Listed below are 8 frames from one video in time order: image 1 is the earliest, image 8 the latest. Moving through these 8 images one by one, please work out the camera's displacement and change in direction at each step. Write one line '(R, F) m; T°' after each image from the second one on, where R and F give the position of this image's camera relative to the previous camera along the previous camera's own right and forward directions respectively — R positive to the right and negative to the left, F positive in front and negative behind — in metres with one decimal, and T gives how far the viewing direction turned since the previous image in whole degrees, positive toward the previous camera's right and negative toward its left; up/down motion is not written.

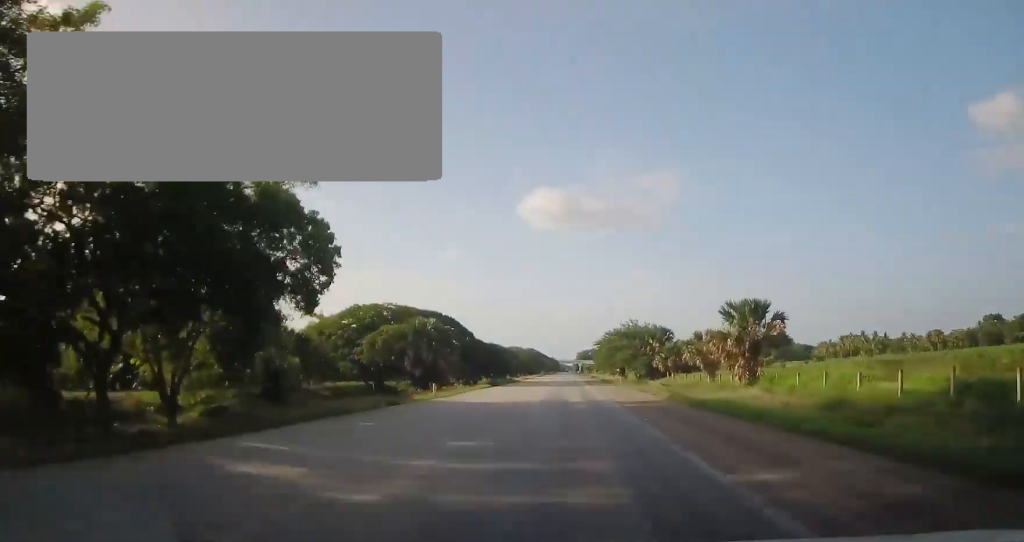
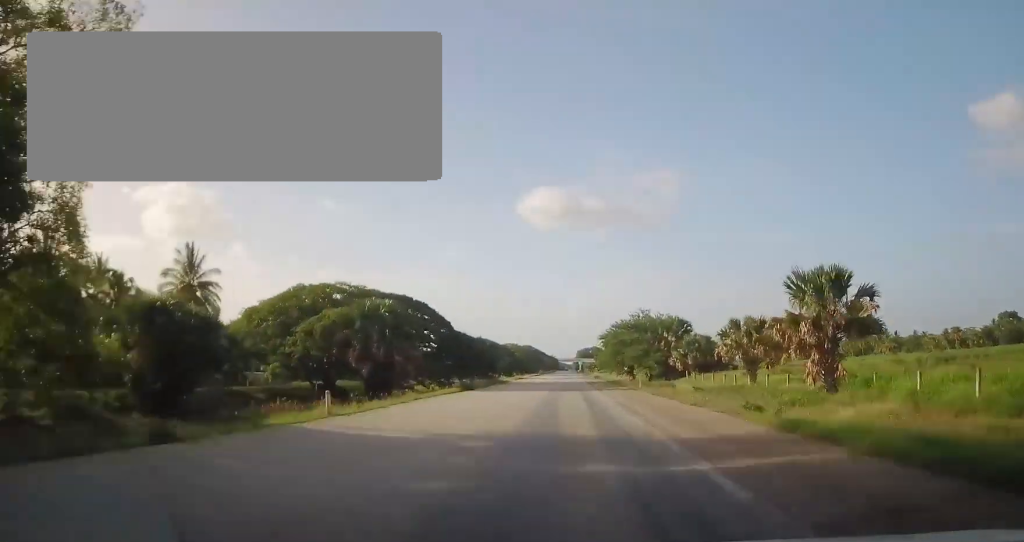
(+0.1, +13.8) m; 0°
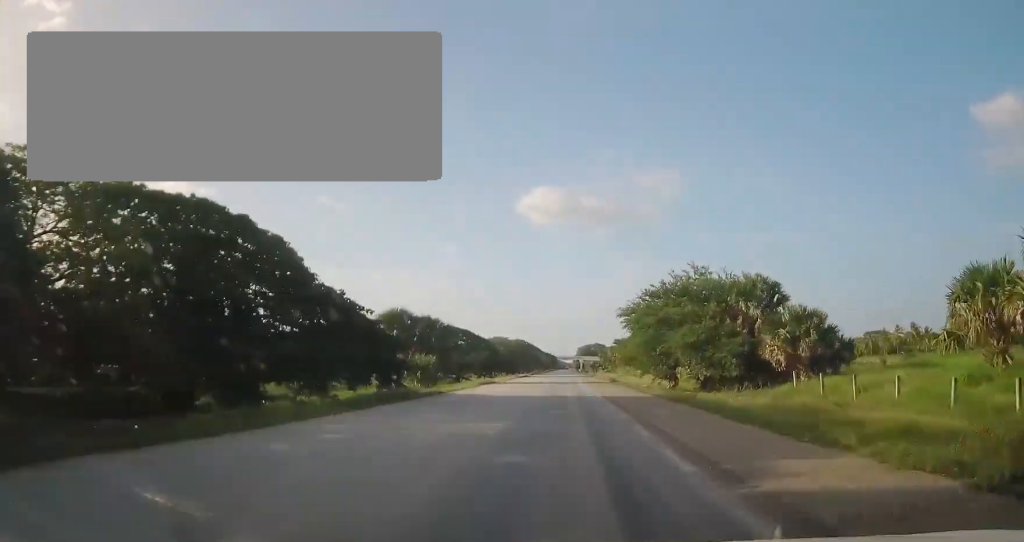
(-0.4, +34.2) m; 0°
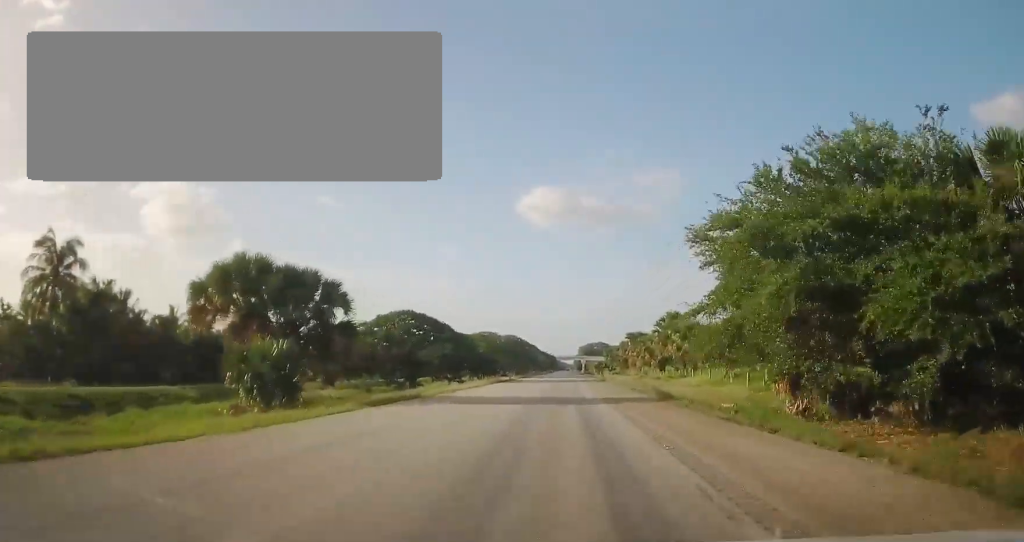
(+0.3, +29.1) m; 0°
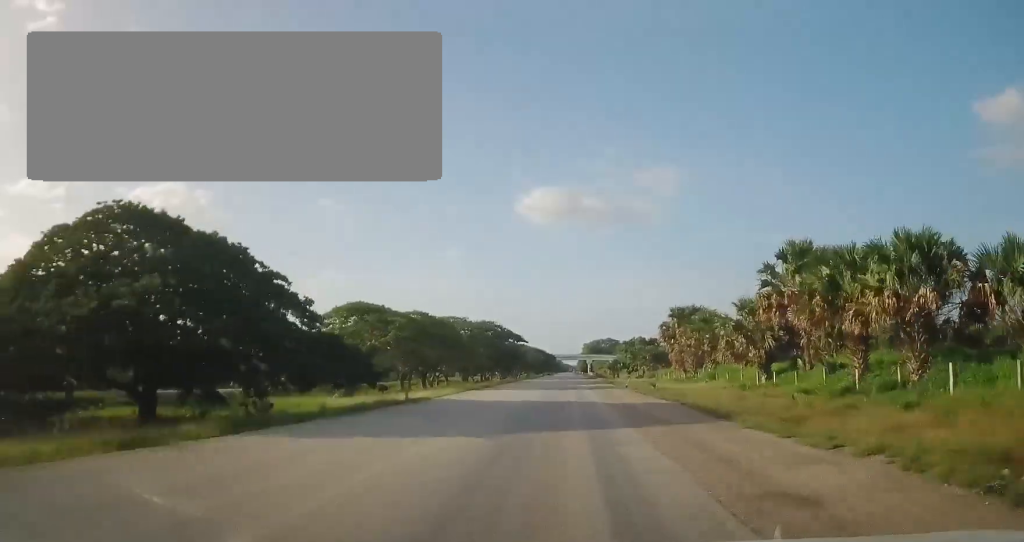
(0.0, +47.6) m; 0°
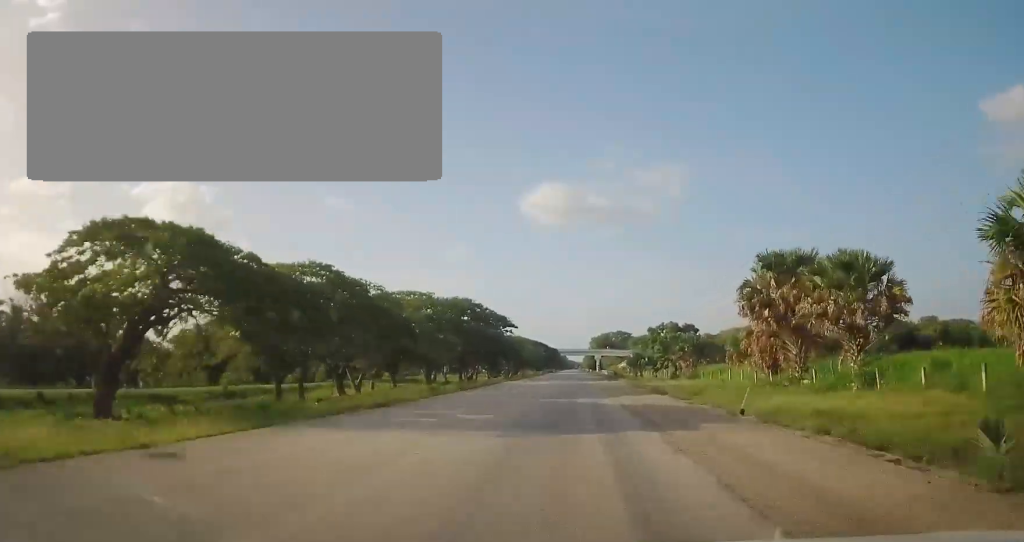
(-0.3, +29.8) m; -1°
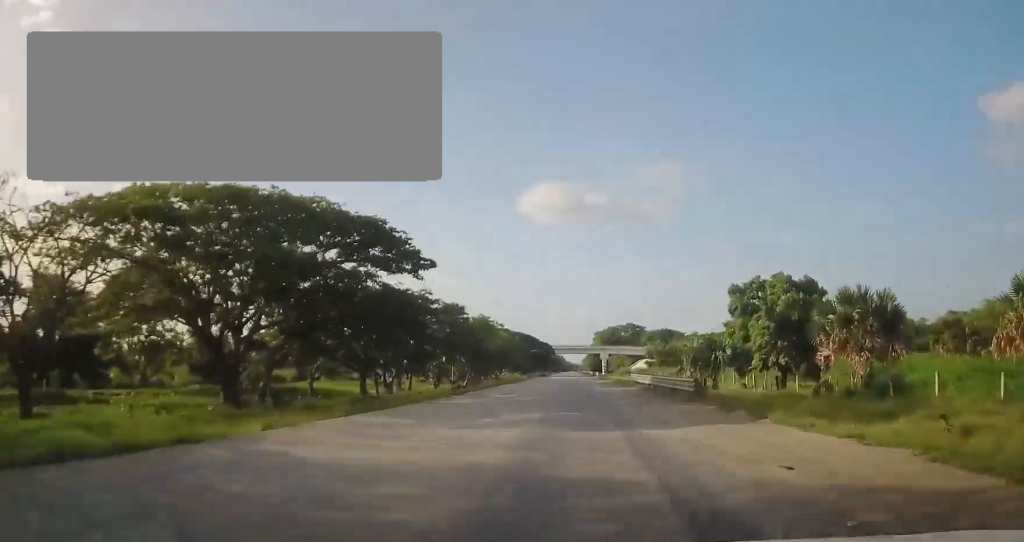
(-0.1, +44.6) m; 0°
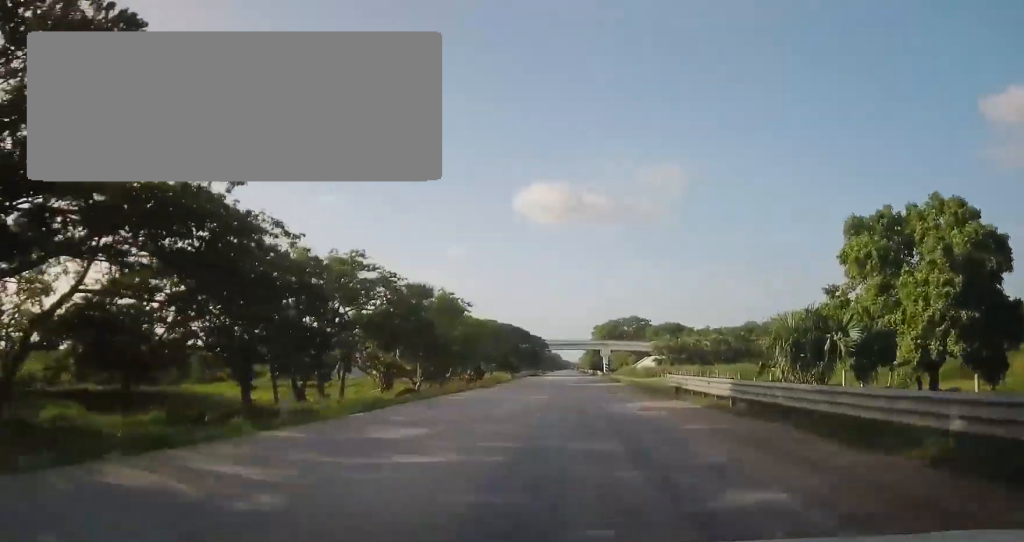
(-0.1, +19.0) m; +1°
